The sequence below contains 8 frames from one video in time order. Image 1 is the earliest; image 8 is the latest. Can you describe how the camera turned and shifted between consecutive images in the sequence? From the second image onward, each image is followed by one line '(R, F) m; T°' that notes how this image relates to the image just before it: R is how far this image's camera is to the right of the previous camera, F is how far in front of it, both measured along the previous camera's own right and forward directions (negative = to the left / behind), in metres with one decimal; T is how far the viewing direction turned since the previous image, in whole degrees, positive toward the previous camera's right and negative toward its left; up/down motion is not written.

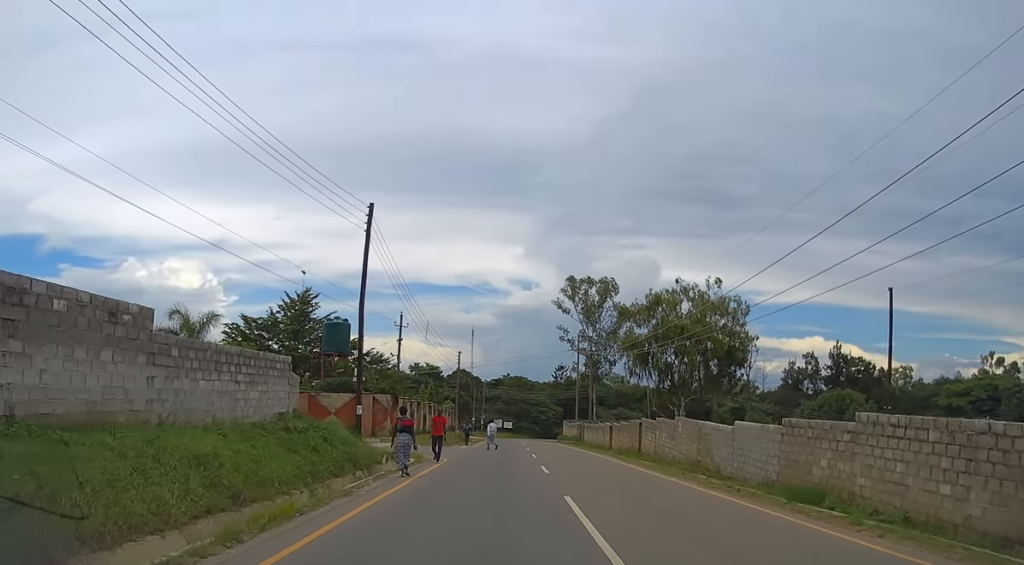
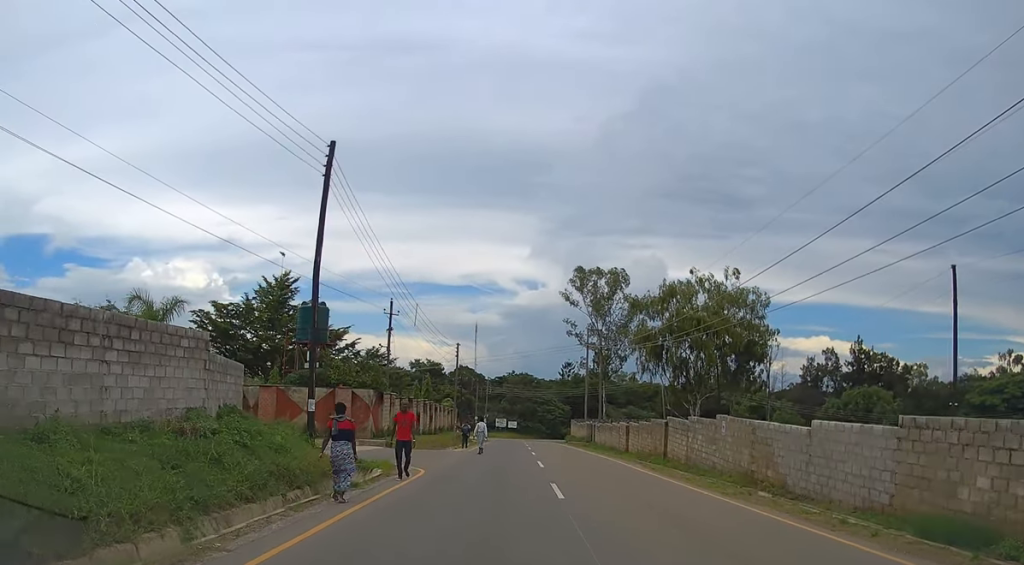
(-0.1, +6.1) m; 0°
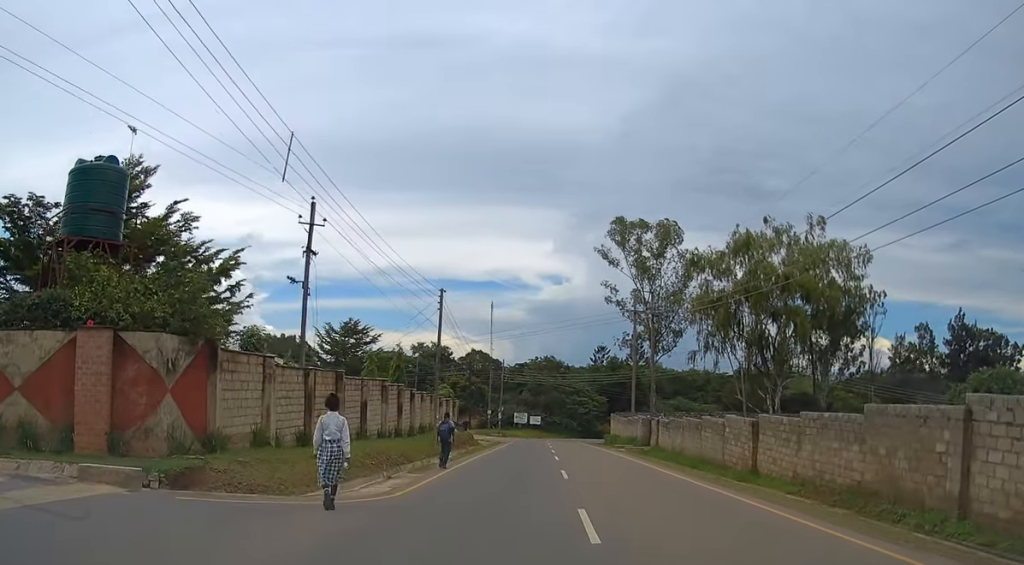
(-0.6, +22.6) m; -4°
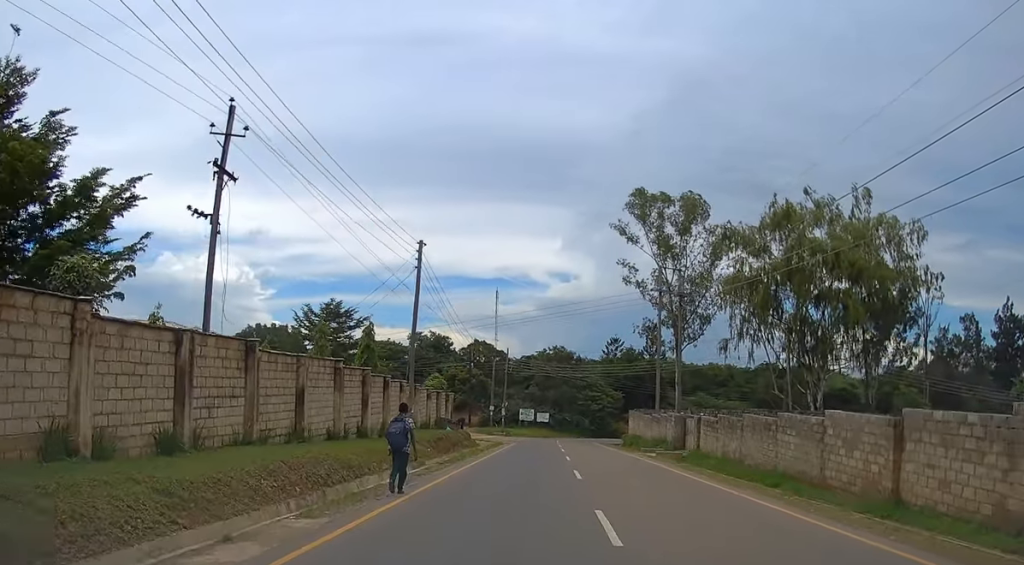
(-0.1, +9.1) m; -1°
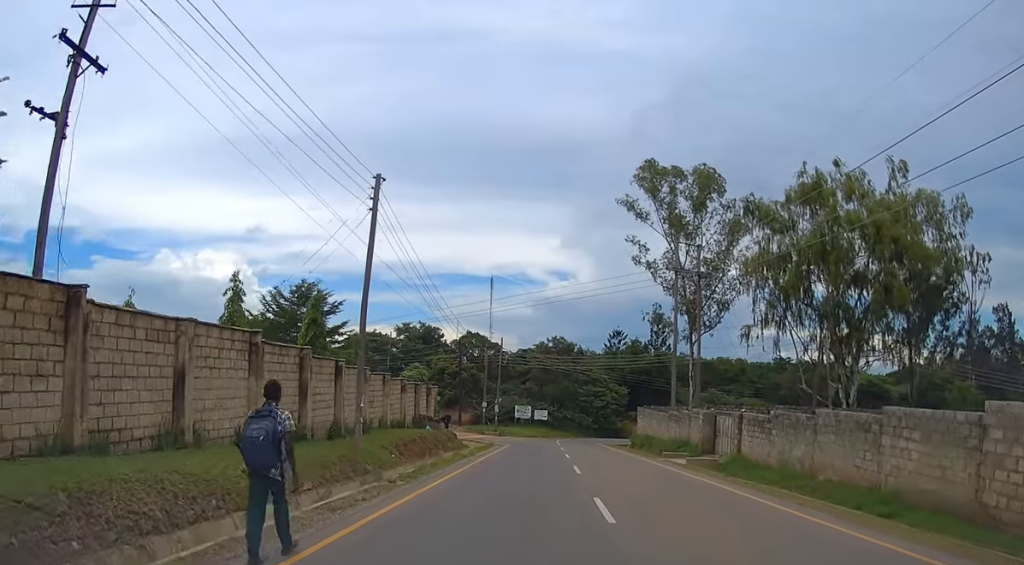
(0.0, +7.3) m; 0°
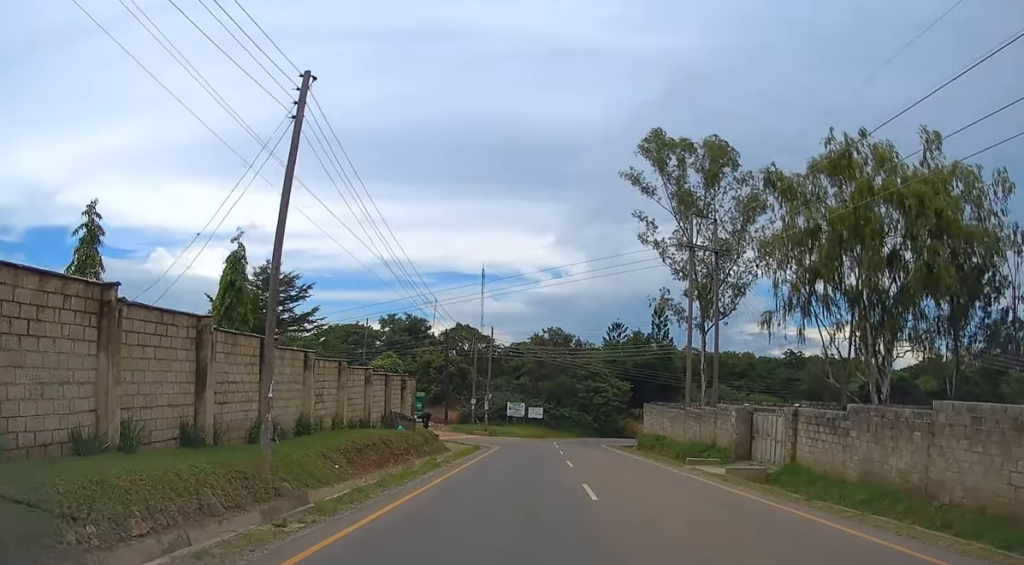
(0.0, +6.4) m; +1°
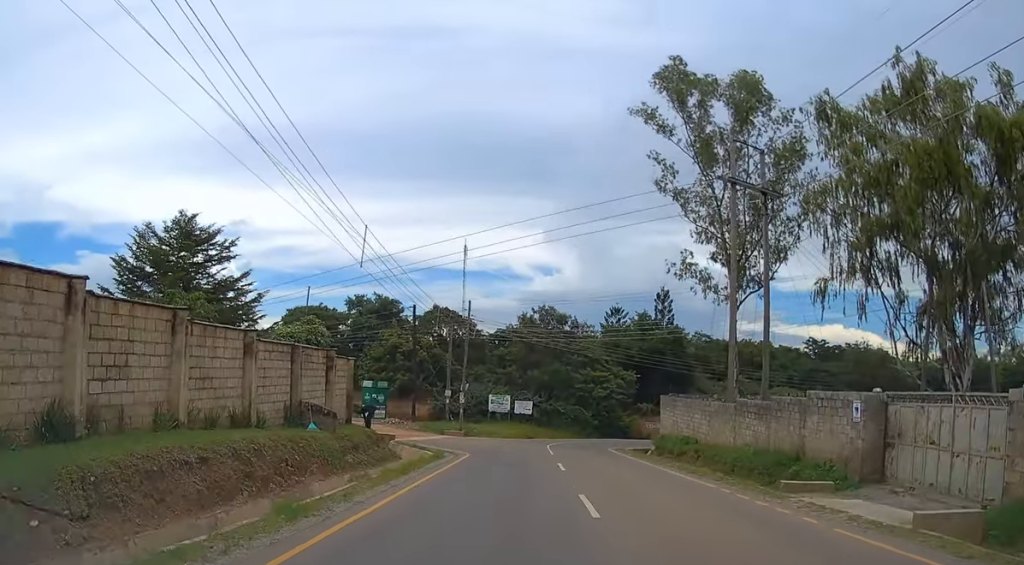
(+0.1, +11.4) m; +1°
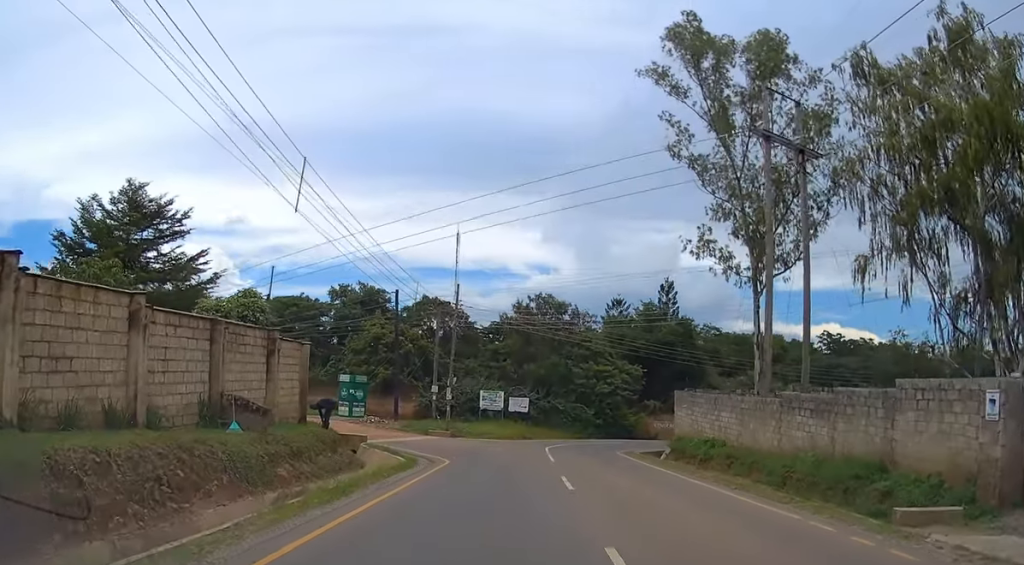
(+0.1, +5.4) m; 0°
